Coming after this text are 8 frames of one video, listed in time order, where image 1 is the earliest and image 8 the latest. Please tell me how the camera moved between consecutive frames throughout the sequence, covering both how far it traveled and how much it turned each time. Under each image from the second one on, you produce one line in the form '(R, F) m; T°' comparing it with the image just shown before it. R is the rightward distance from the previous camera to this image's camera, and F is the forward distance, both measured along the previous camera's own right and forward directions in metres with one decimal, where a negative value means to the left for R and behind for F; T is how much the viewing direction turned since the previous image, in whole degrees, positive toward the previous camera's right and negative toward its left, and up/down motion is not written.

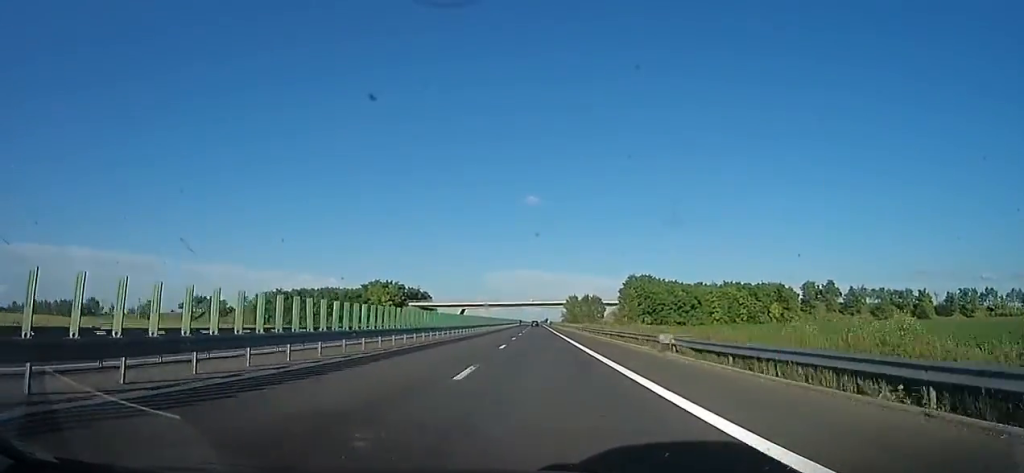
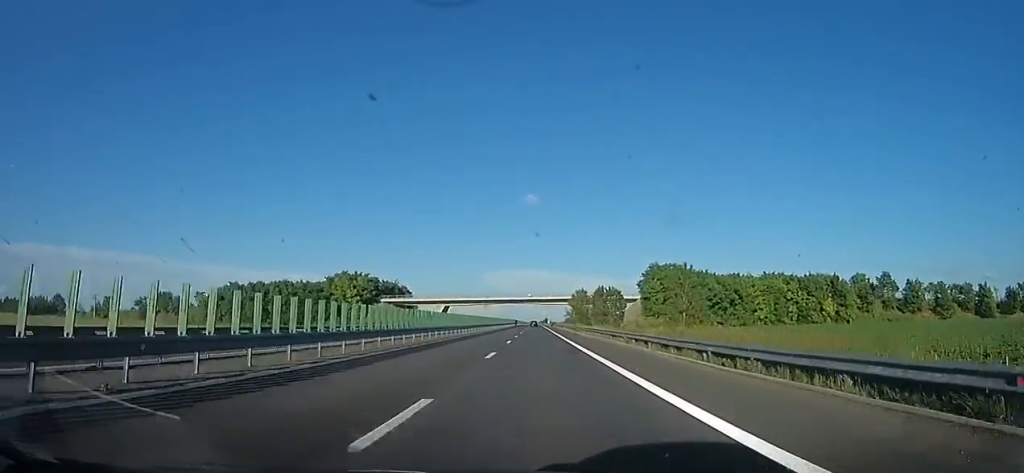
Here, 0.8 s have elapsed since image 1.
(+0.3, +29.9) m; +1°
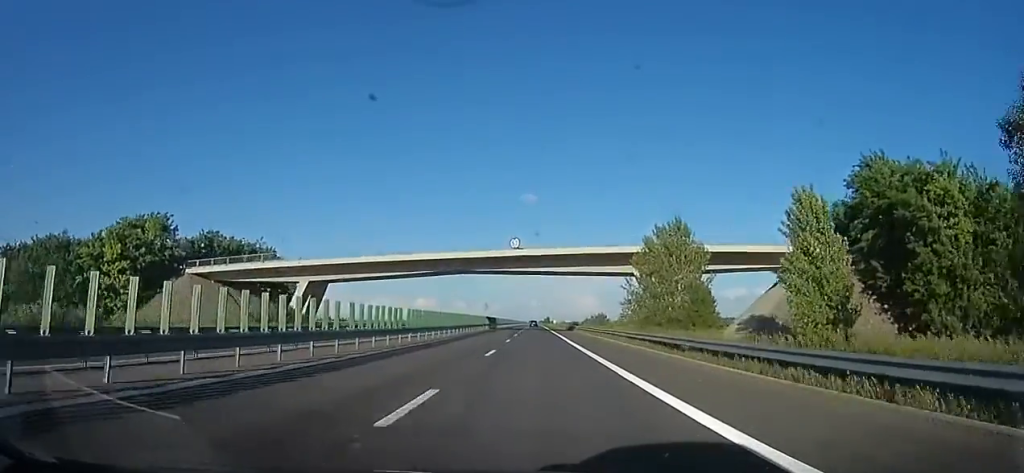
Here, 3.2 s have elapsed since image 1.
(+0.7, +84.4) m; 0°
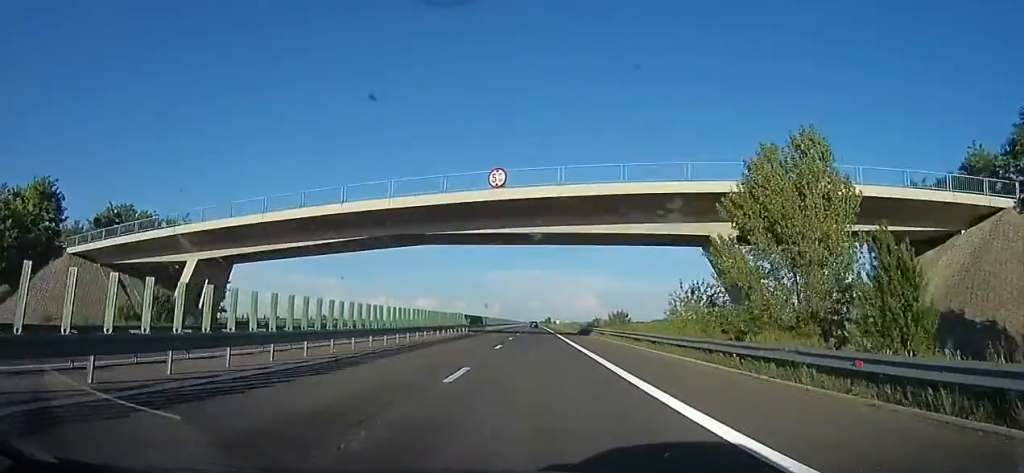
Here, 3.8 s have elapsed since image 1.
(+0.2, +20.2) m; -1°
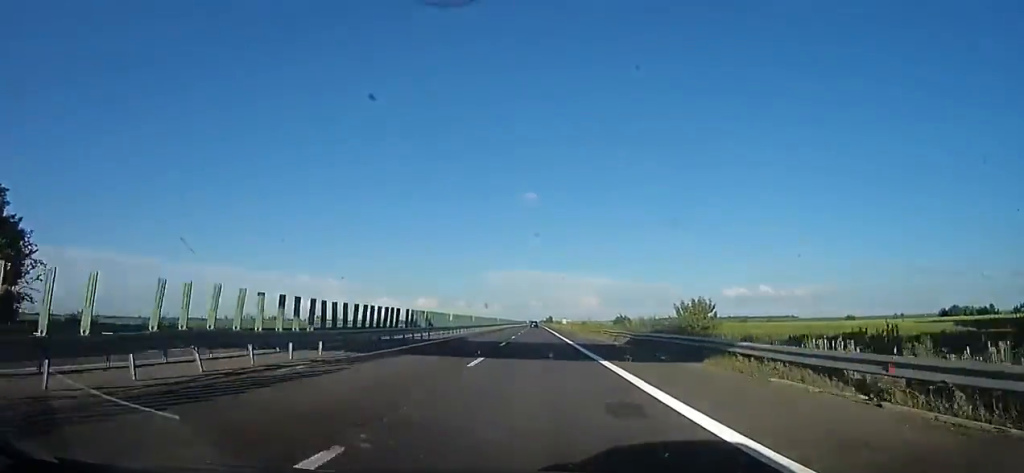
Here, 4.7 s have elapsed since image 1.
(-1.1, +32.9) m; -2°
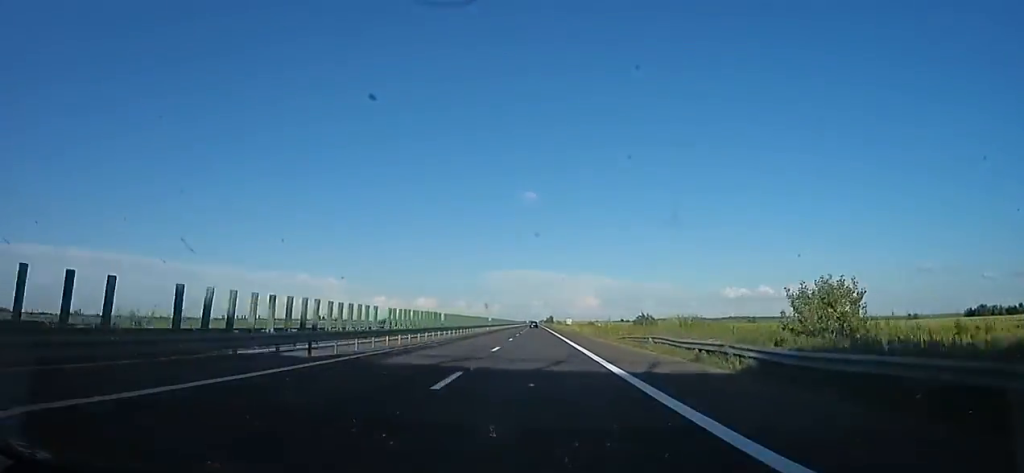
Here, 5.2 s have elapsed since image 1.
(-0.1, +16.9) m; +1°
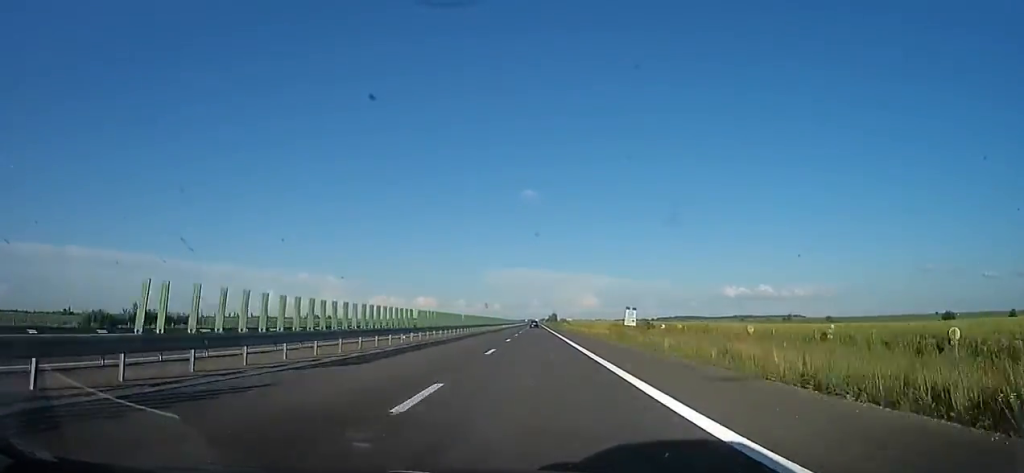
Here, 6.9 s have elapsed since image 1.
(+1.5, +63.7) m; +1°
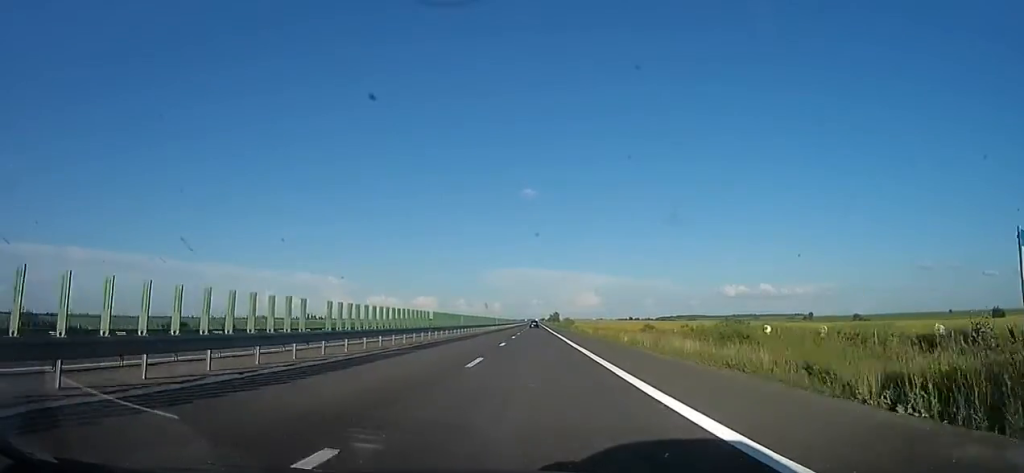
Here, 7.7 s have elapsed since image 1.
(-0.7, +29.3) m; 0°
